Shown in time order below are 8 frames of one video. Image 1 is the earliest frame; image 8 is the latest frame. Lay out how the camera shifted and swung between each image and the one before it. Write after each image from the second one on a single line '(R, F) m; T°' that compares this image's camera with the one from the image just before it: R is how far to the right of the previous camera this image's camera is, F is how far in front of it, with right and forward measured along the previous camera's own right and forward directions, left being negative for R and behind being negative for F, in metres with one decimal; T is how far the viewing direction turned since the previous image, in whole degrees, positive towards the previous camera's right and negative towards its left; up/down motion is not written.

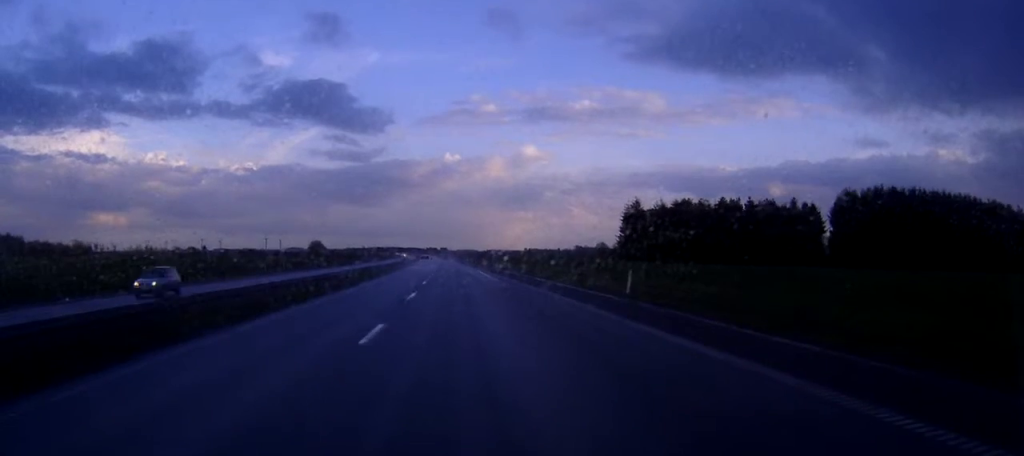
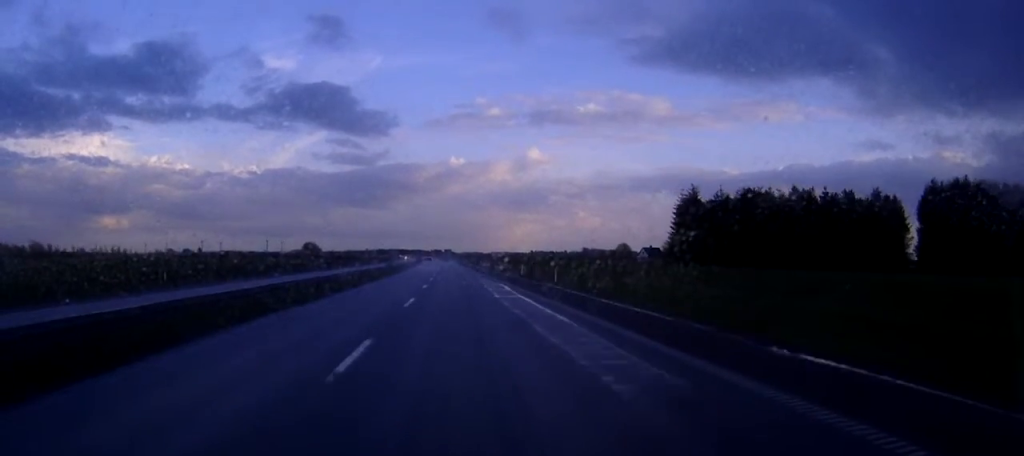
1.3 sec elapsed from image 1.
(-0.1, +33.1) m; 0°
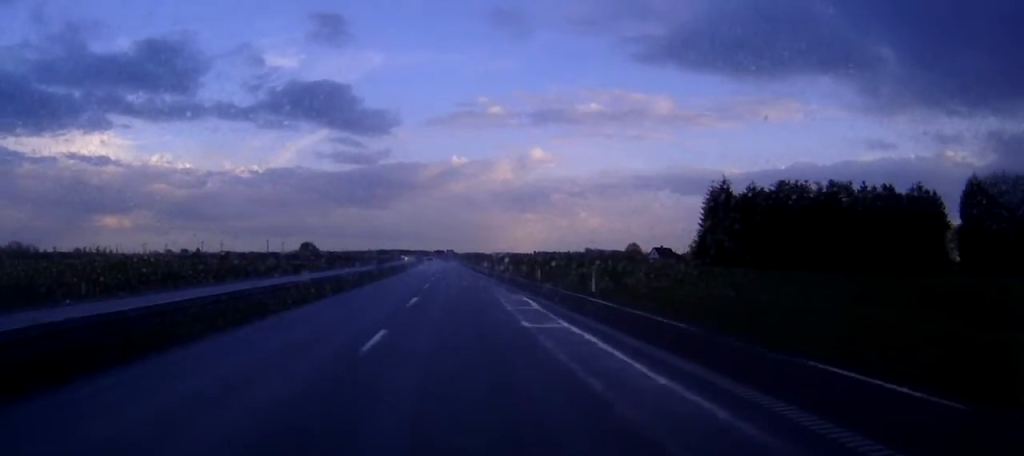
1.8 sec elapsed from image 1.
(0.0, +13.1) m; 0°
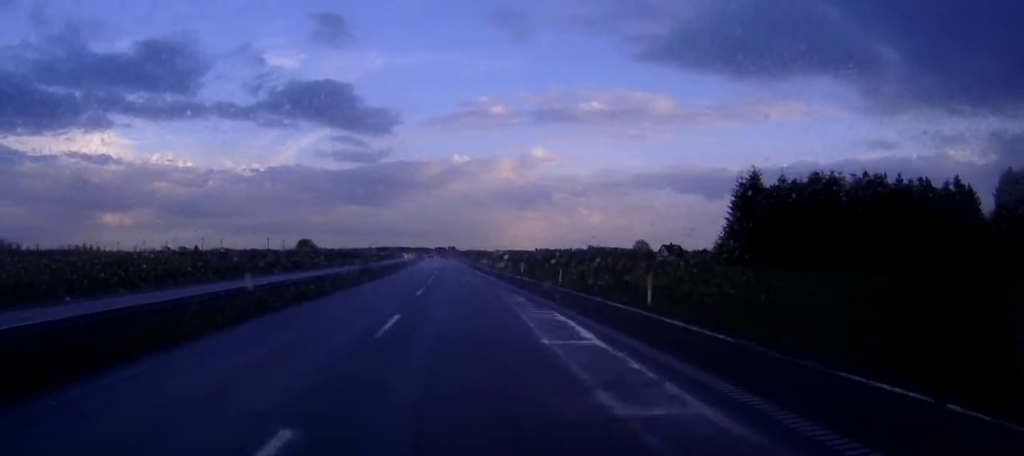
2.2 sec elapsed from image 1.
(0.0, +10.4) m; 0°
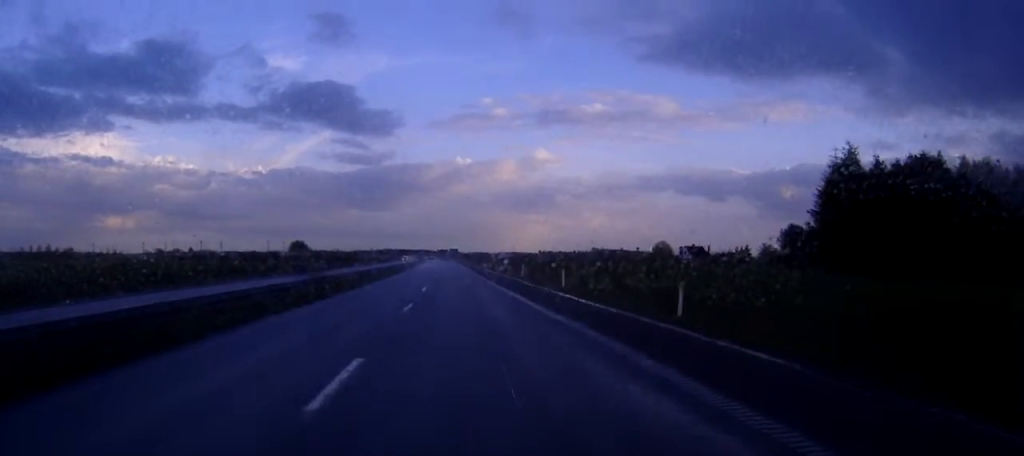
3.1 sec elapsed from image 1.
(-0.1, +24.4) m; 0°
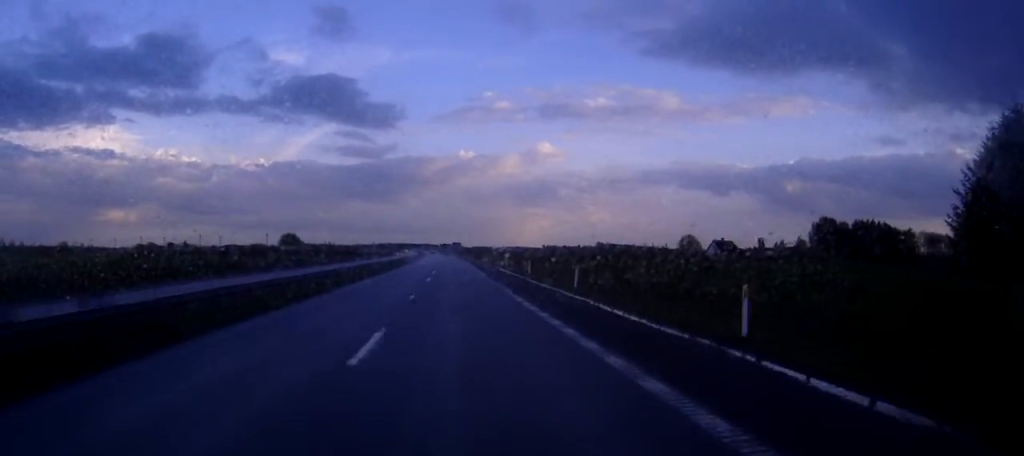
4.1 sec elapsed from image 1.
(-0.1, +26.1) m; 0°
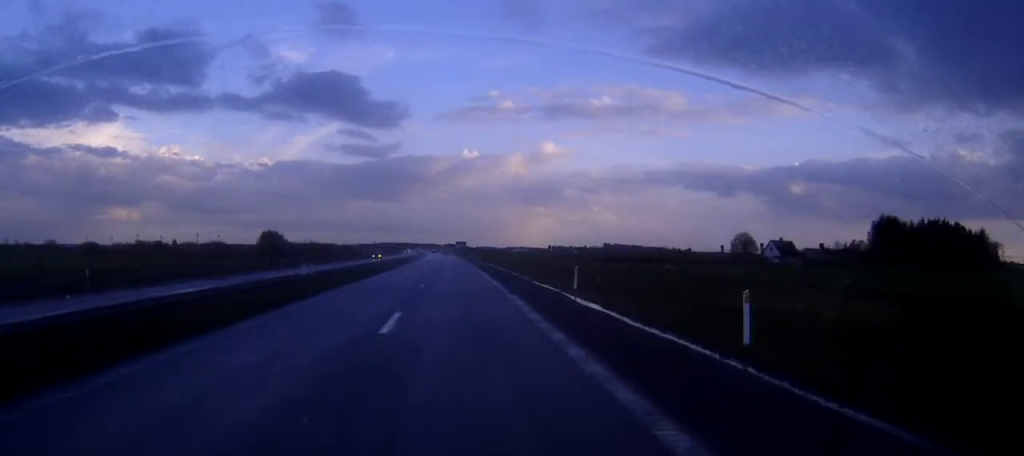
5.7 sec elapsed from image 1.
(-0.1, +40.9) m; 0°
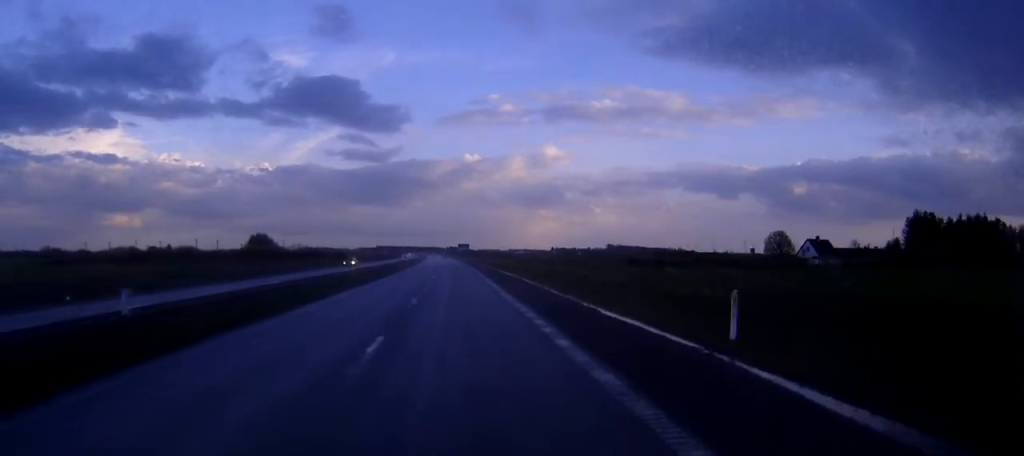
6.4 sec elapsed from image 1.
(0.0, +20.0) m; 0°
